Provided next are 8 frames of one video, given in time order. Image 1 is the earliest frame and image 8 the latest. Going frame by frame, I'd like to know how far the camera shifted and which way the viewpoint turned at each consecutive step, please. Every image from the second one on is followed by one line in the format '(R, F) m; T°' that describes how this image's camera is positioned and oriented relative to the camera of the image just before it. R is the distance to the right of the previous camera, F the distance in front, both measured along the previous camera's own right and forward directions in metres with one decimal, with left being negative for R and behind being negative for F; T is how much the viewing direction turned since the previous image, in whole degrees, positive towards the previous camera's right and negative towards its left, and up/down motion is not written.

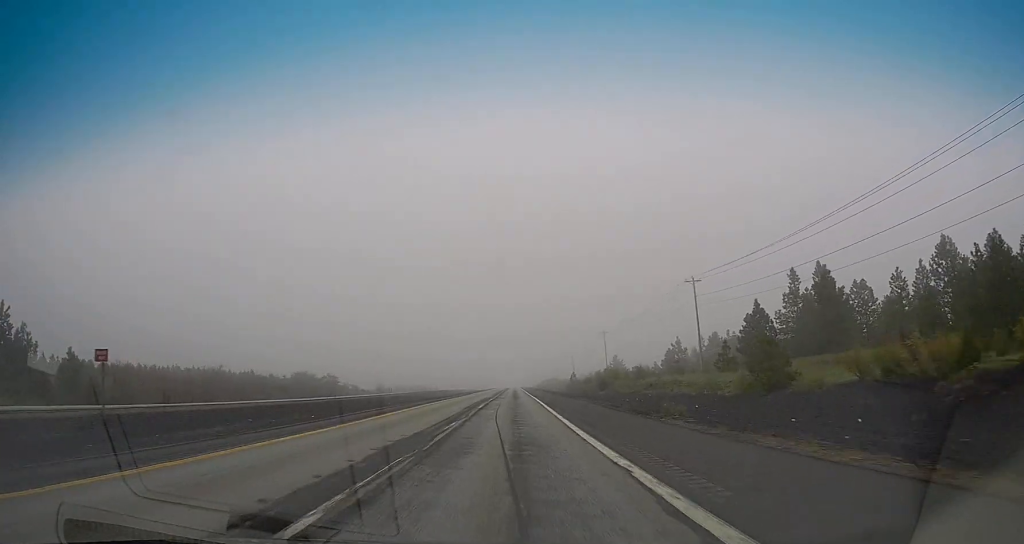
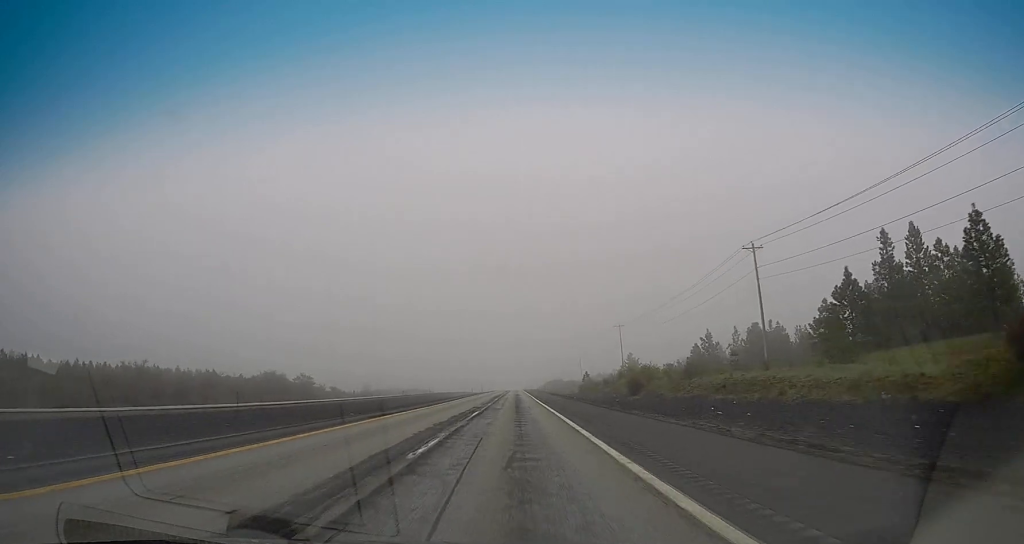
(-0.3, +22.5) m; -1°
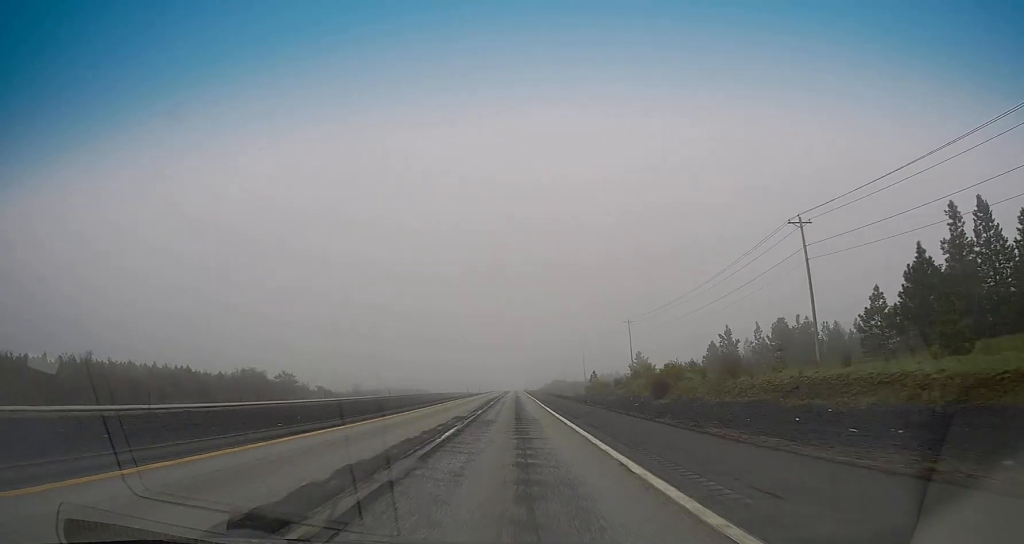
(0.0, +11.7) m; 0°
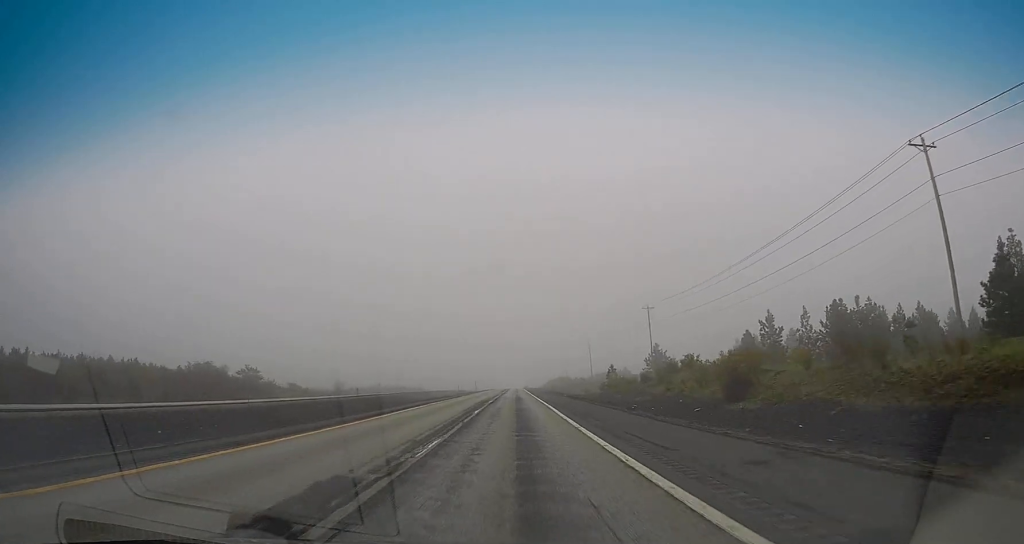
(0.0, +19.5) m; 0°
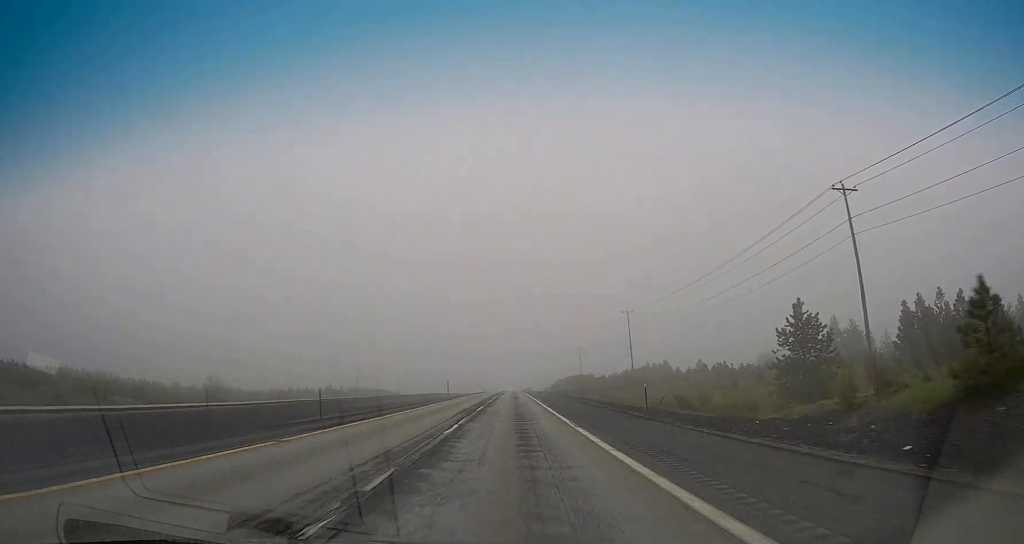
(+0.5, +72.1) m; 0°
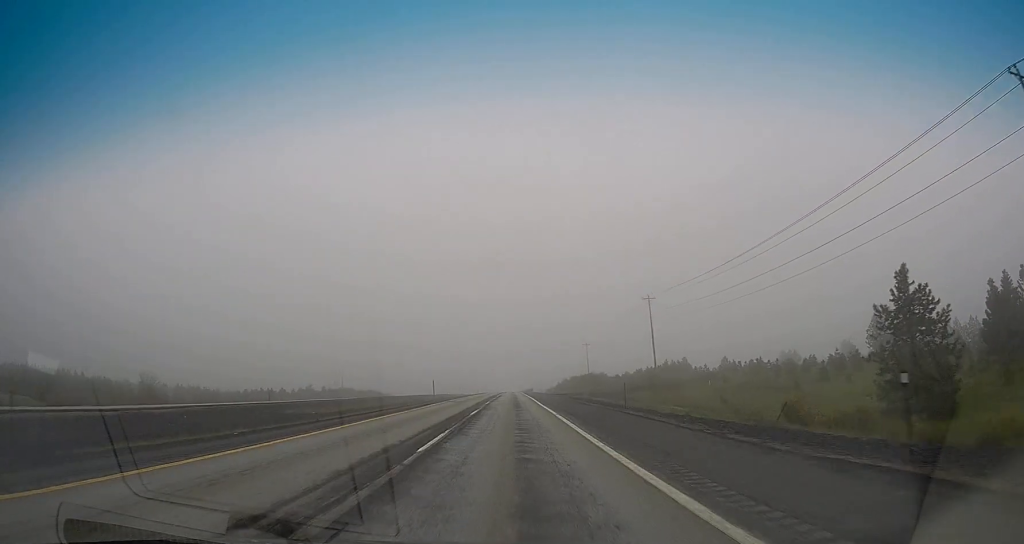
(-0.1, +20.6) m; 0°
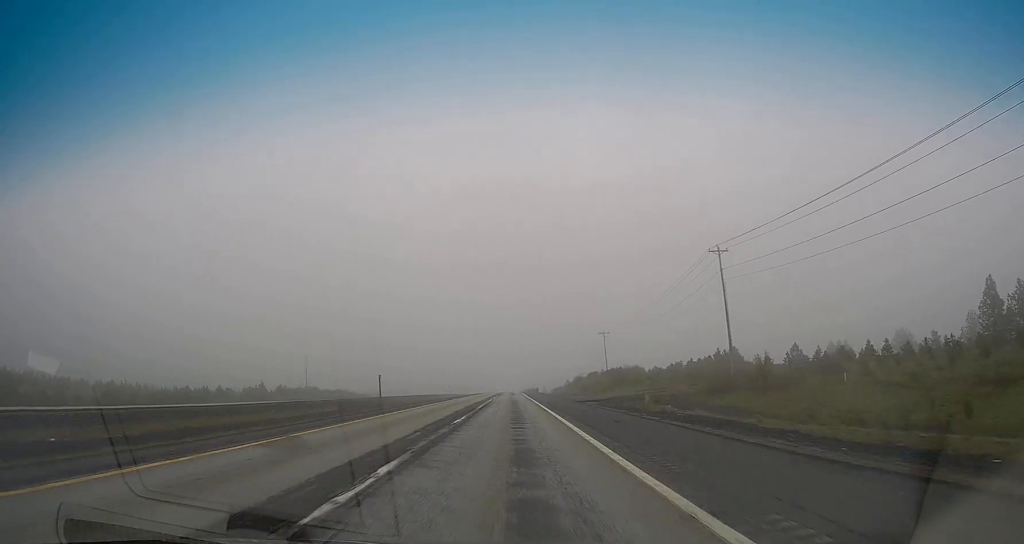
(+0.5, +38.3) m; +1°
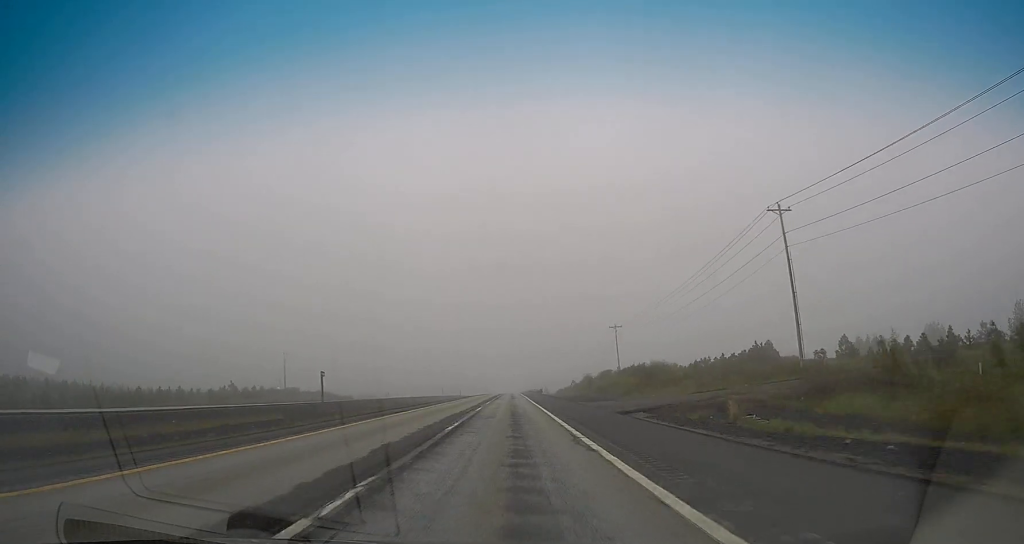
(+0.2, +17.7) m; 0°
